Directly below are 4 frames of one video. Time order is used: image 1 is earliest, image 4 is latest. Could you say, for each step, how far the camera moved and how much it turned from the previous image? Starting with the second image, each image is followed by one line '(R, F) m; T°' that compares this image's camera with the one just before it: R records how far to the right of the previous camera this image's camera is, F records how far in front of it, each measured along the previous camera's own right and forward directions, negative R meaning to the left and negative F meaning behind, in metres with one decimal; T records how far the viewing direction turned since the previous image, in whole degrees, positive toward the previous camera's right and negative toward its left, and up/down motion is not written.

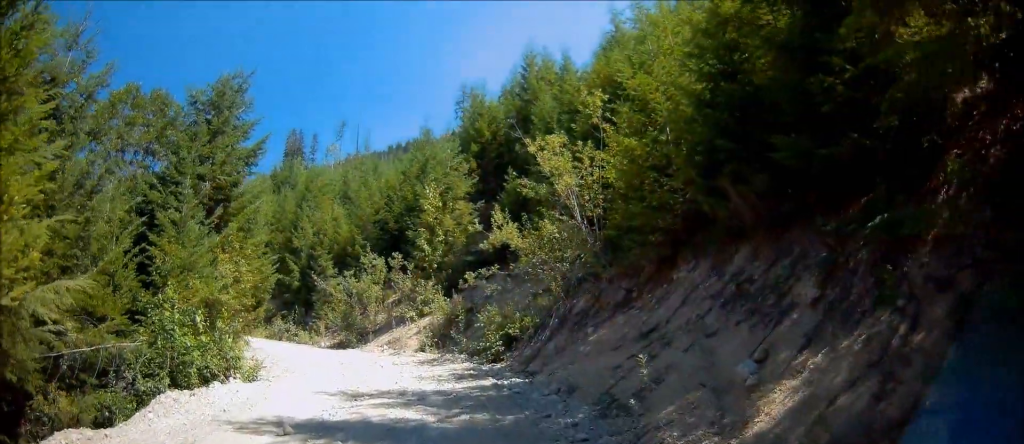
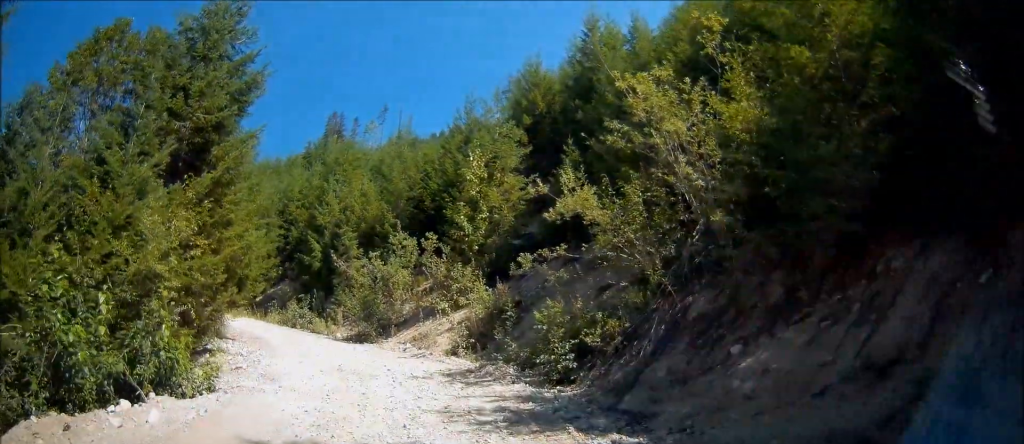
(+0.4, +4.9) m; -4°
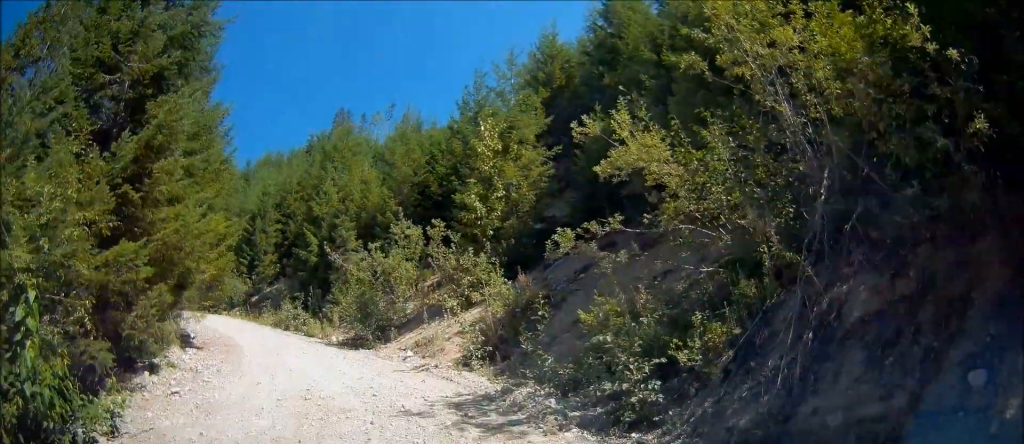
(-0.6, +3.9) m; -12°
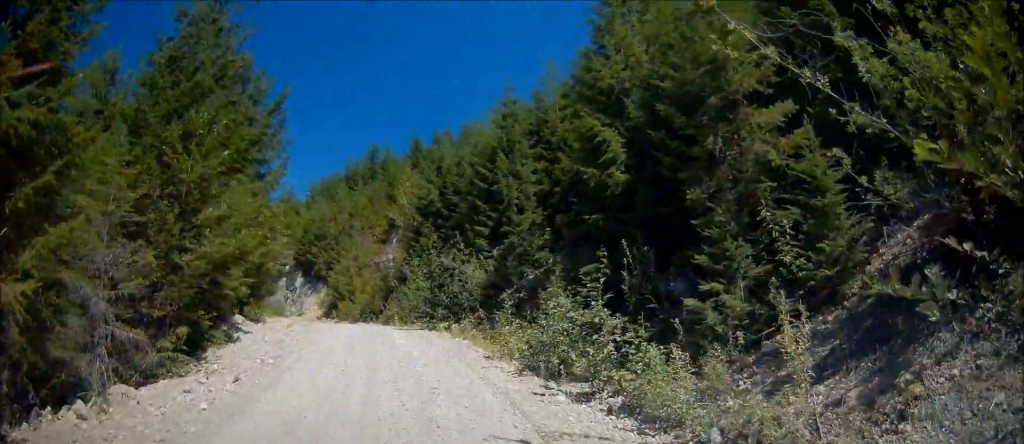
(-2.9, +22.4) m; -19°
